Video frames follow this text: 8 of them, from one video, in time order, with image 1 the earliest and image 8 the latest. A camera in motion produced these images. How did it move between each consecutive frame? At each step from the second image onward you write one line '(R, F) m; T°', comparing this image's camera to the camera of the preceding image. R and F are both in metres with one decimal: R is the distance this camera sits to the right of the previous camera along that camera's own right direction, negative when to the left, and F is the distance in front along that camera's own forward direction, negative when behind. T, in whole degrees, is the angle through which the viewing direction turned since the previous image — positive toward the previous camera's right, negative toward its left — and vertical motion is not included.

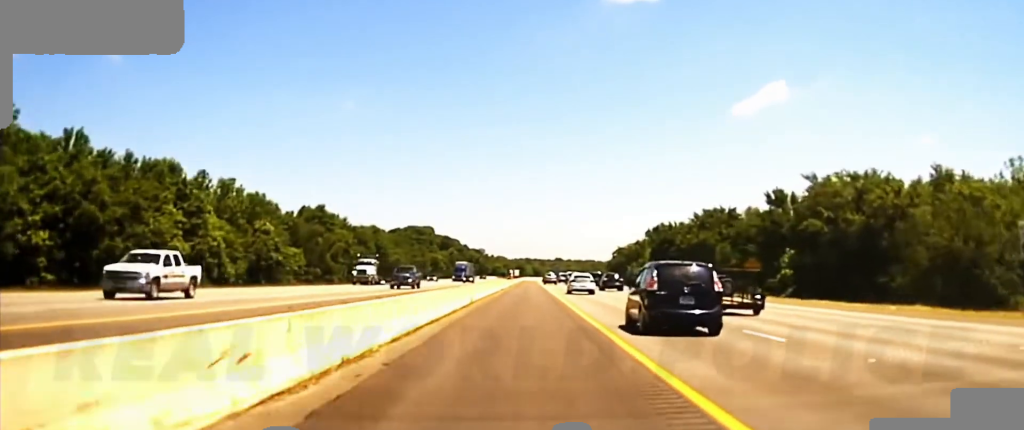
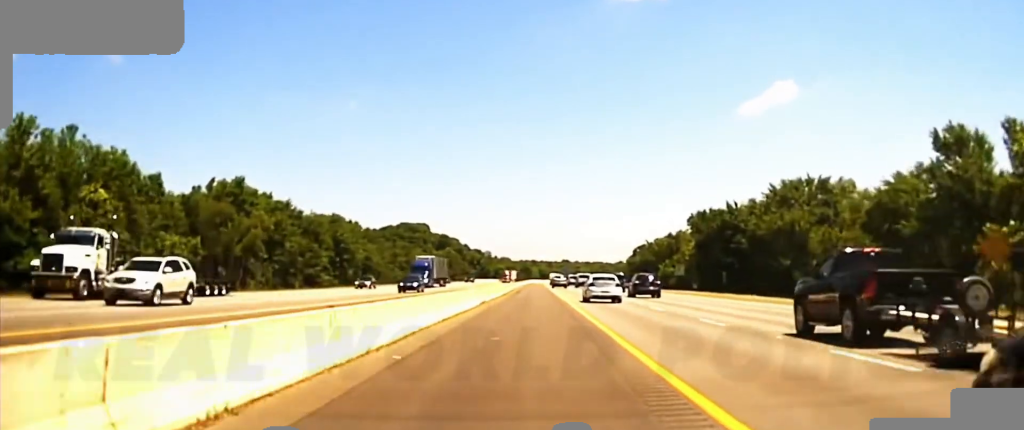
(-0.5, +48.6) m; 0°
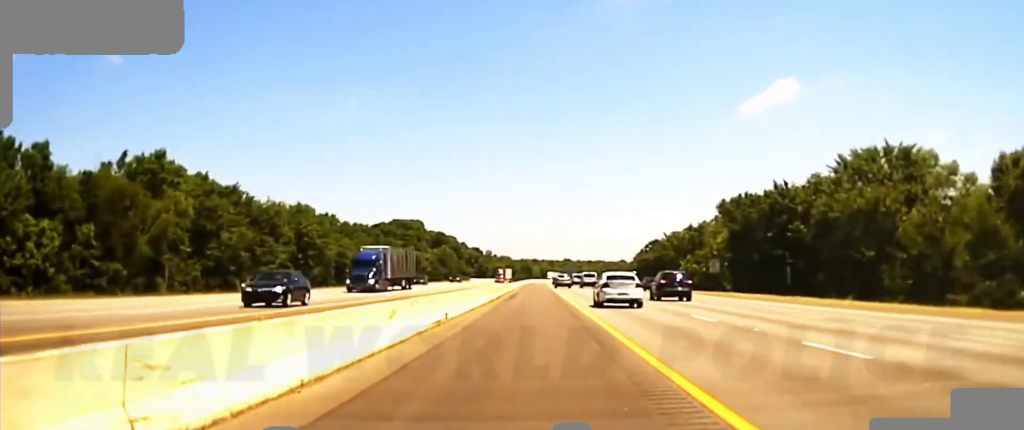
(+0.1, +23.4) m; 0°
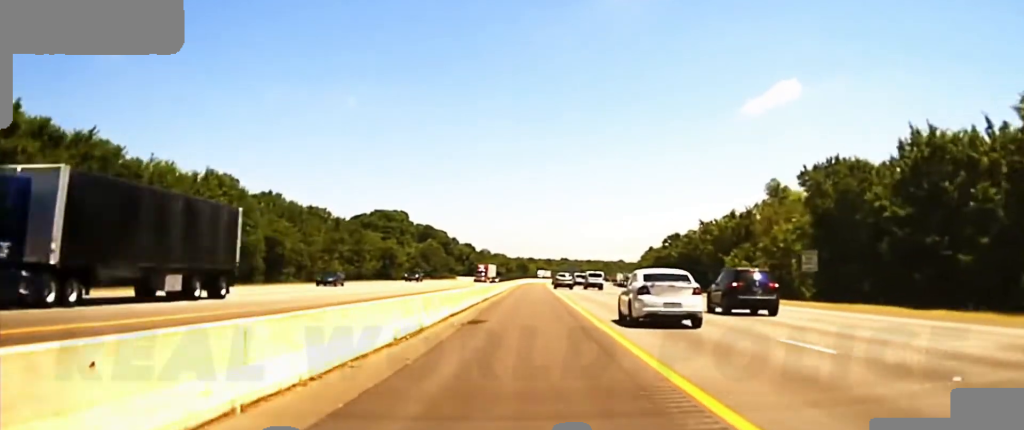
(+0.3, +36.8) m; 0°
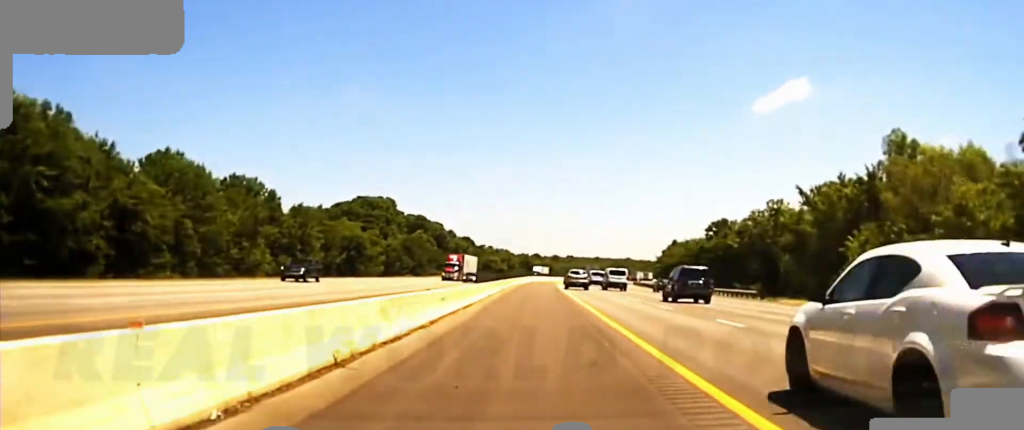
(-0.3, +40.4) m; 0°
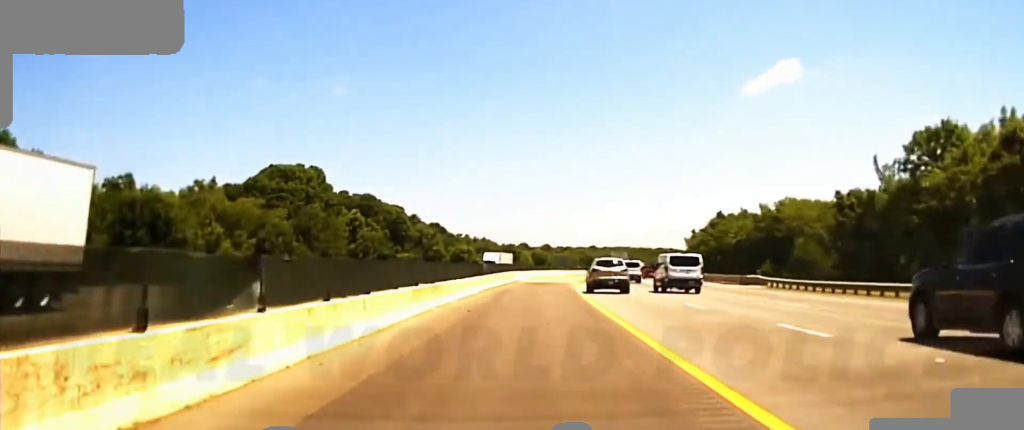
(+0.8, +75.8) m; +1°
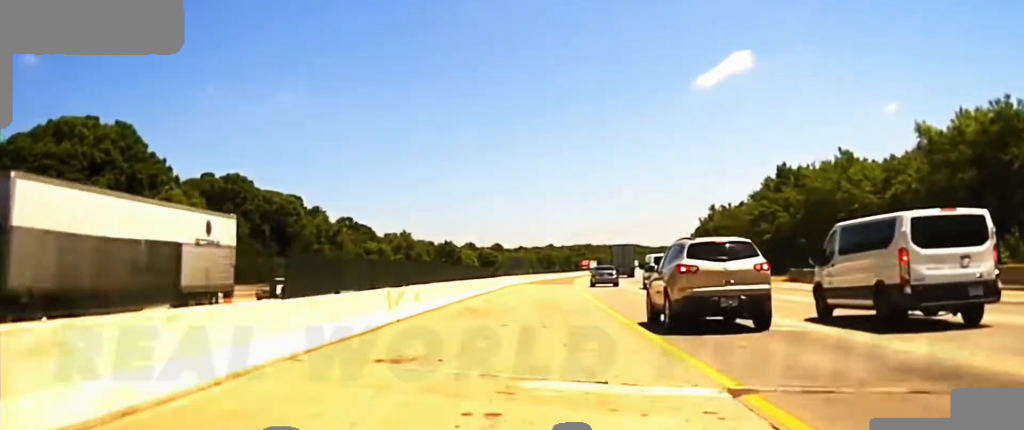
(+1.8, +73.2) m; +3°
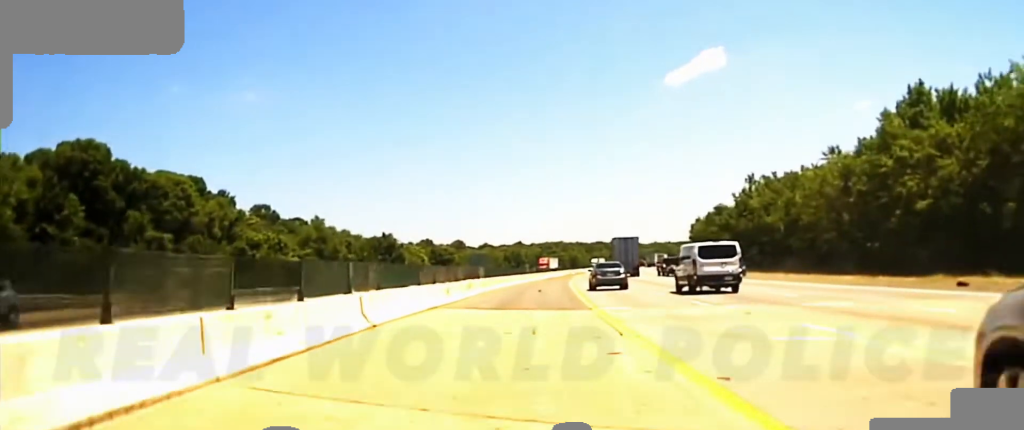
(+0.6, +46.7) m; +2°
